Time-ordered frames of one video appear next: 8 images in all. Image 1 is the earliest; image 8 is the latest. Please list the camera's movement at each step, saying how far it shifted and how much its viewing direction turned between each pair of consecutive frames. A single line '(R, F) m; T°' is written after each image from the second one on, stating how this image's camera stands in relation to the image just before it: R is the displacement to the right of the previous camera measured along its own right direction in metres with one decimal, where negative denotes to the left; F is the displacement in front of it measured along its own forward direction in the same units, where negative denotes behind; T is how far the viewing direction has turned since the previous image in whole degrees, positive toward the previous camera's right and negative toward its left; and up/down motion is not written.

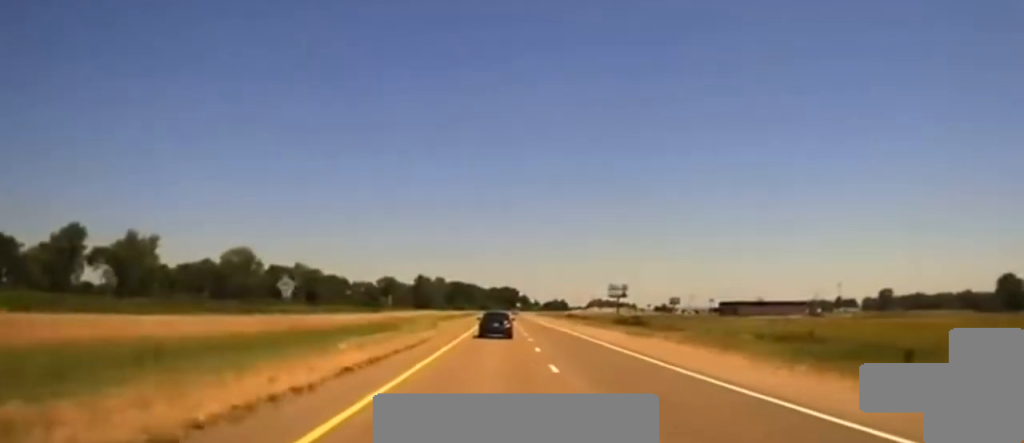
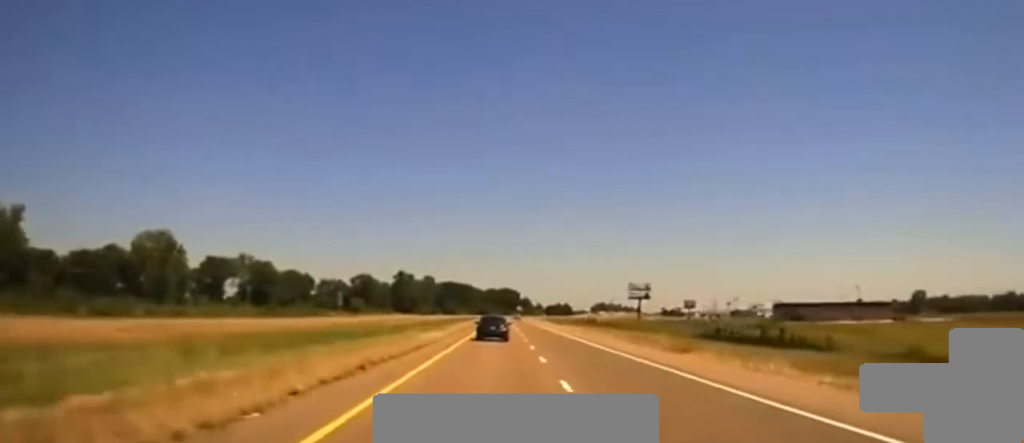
(+0.2, +94.6) m; 0°
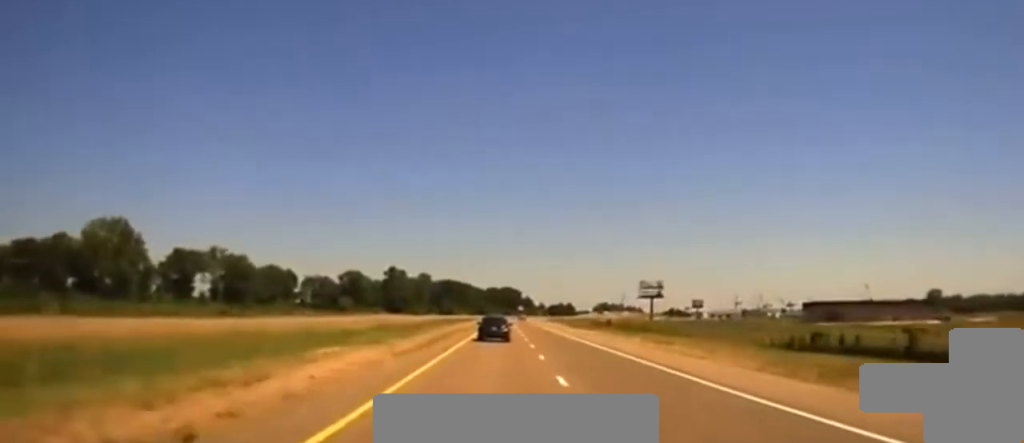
(-0.2, +33.6) m; 0°
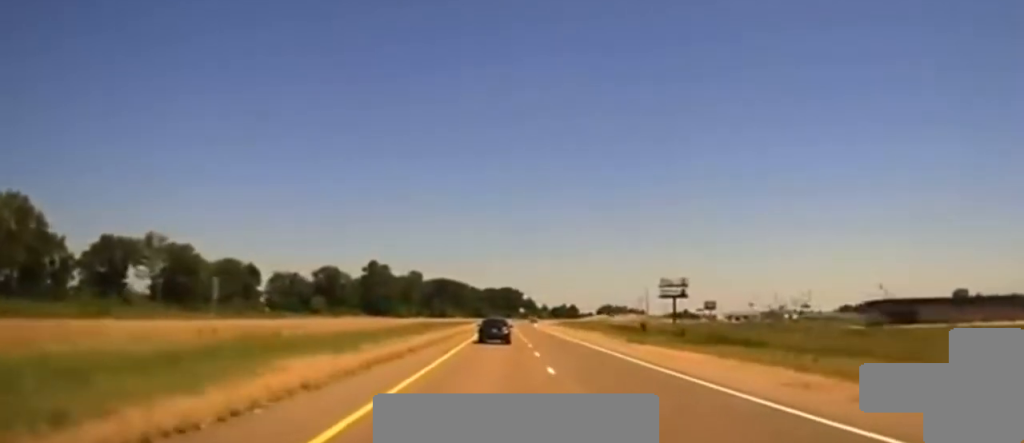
(-0.1, +54.0) m; 0°
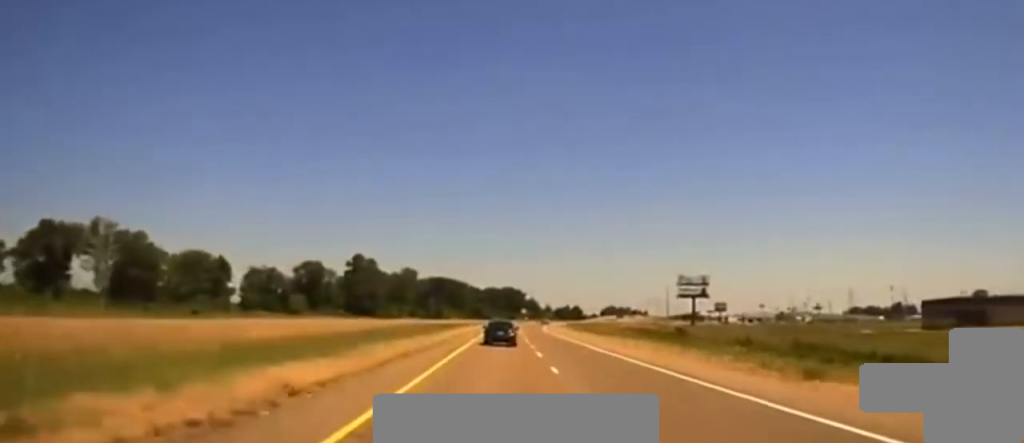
(+0.1, +32.6) m; 0°
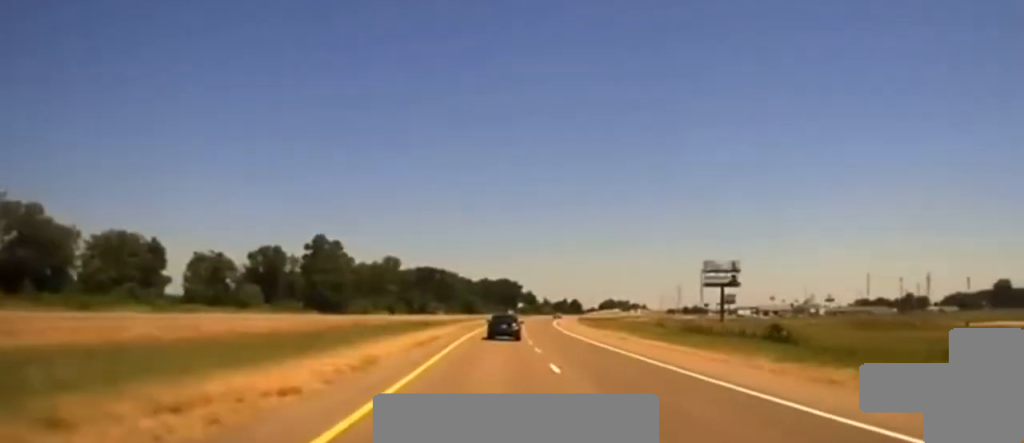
(0.0, +45.3) m; +1°
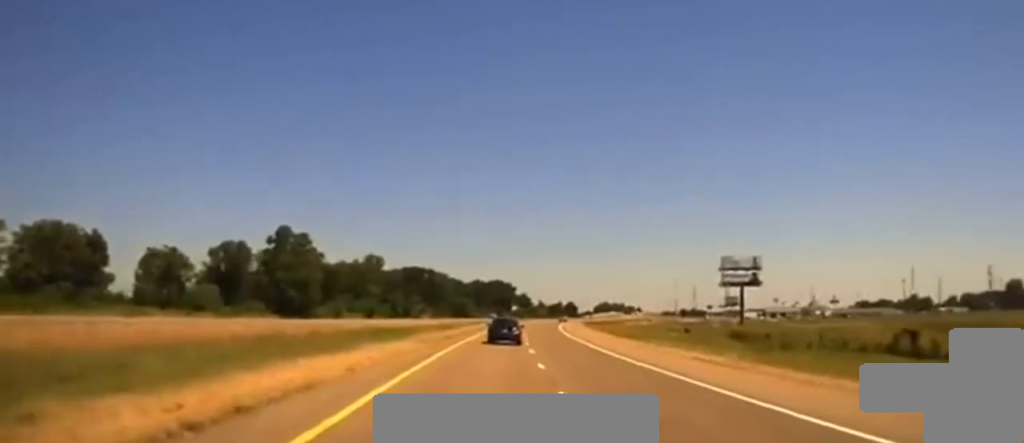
(0.0, +28.1) m; +1°
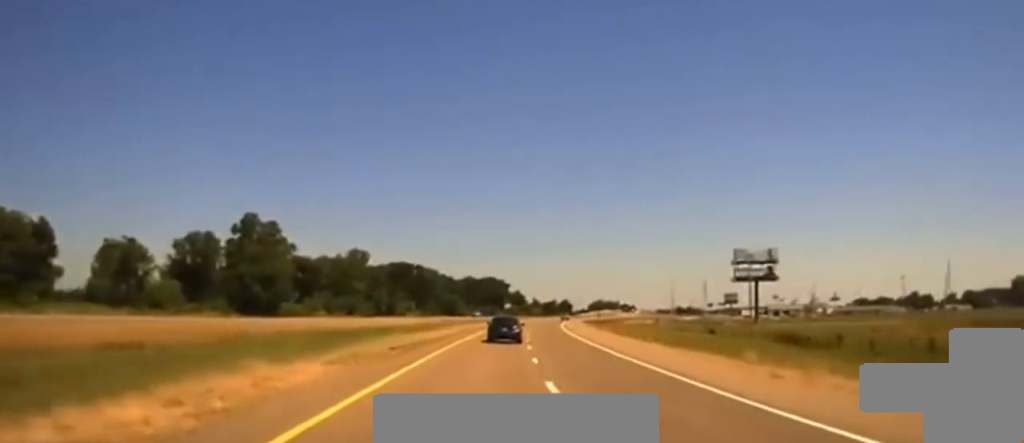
(+0.2, +19.8) m; 0°
